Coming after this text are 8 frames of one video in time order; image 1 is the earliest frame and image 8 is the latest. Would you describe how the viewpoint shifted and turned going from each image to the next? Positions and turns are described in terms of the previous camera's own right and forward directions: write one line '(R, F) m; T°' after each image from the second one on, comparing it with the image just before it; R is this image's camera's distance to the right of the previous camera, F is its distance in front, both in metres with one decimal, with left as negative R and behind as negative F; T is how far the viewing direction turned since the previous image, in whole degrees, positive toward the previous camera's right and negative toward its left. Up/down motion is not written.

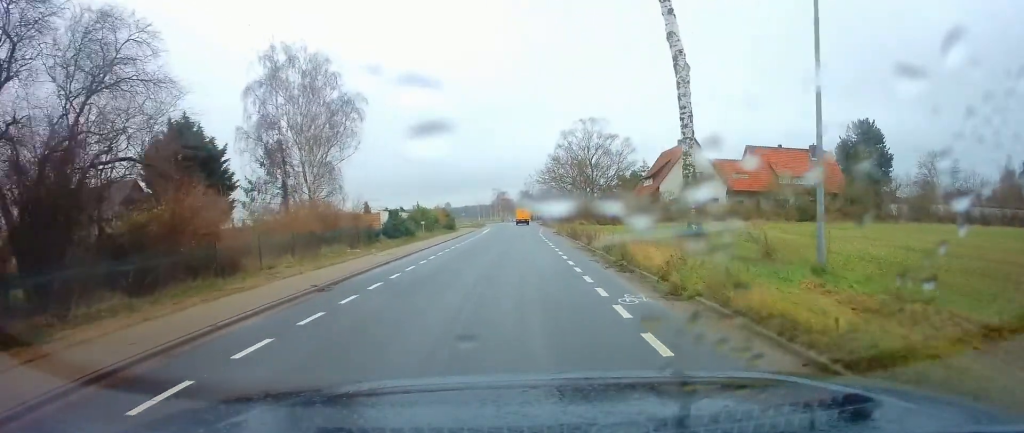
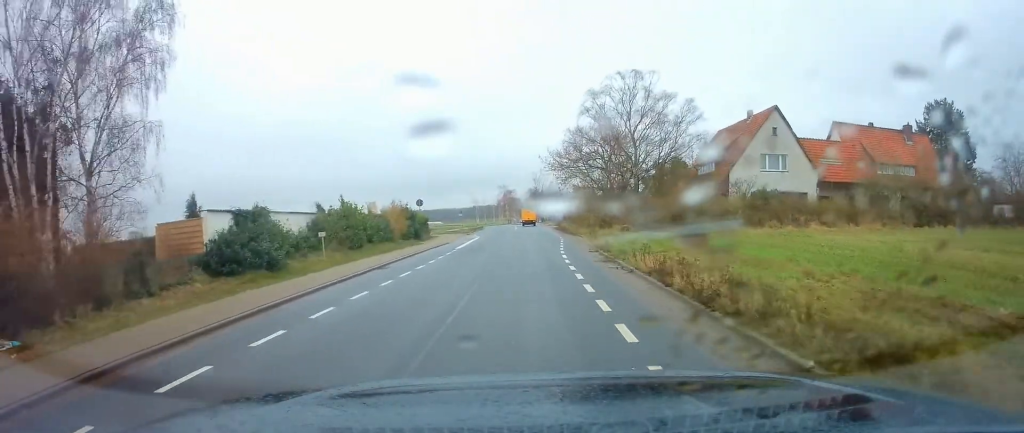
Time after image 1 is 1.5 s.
(-0.1, +21.5) m; -2°
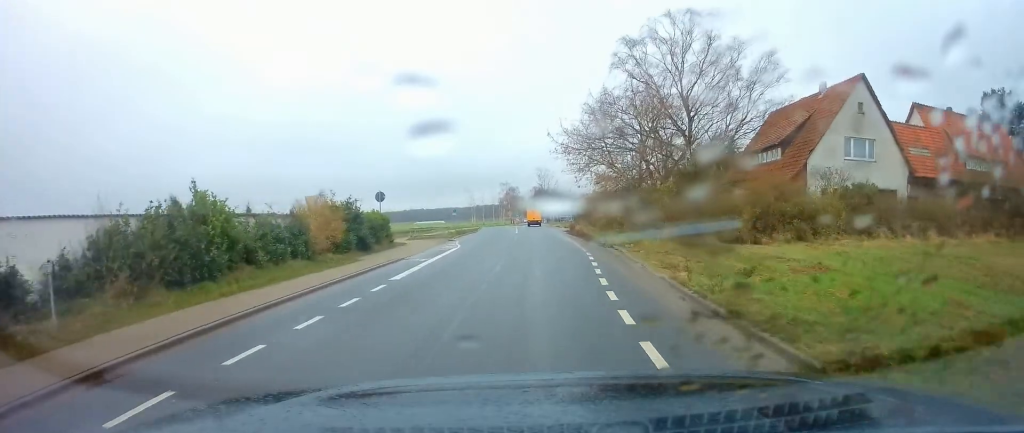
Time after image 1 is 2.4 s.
(-0.3, +13.1) m; -1°
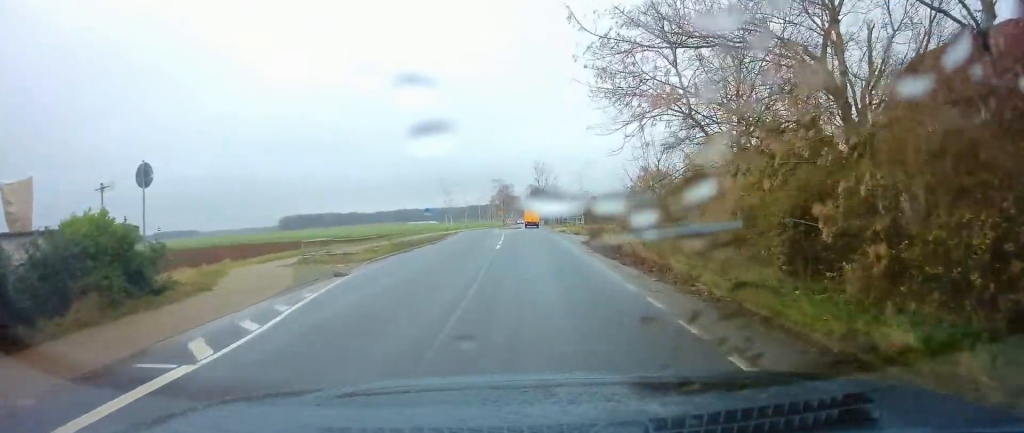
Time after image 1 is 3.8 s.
(+0.6, +20.8) m; +3°
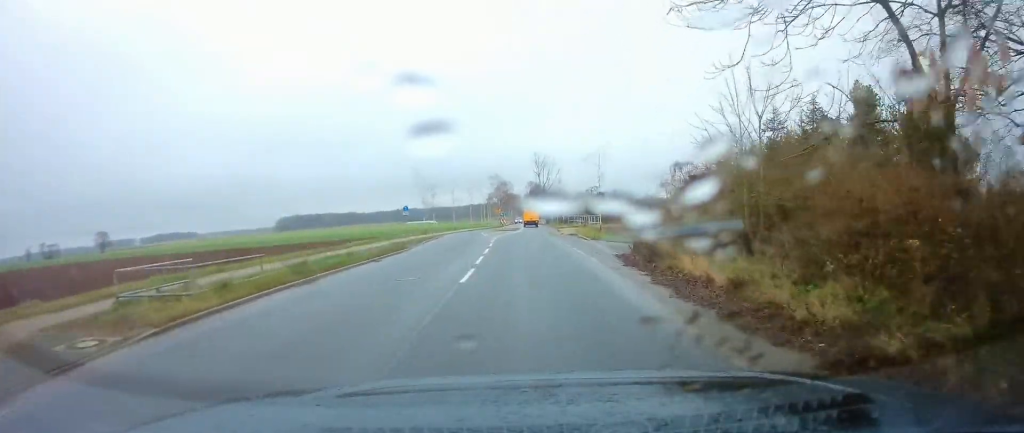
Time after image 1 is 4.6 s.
(+0.3, +12.2) m; 0°
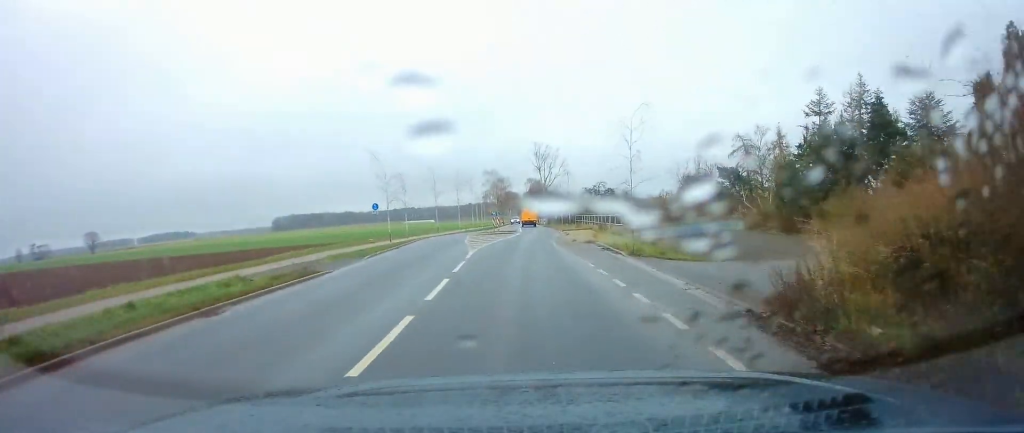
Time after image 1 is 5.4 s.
(-0.4, +11.6) m; -1°
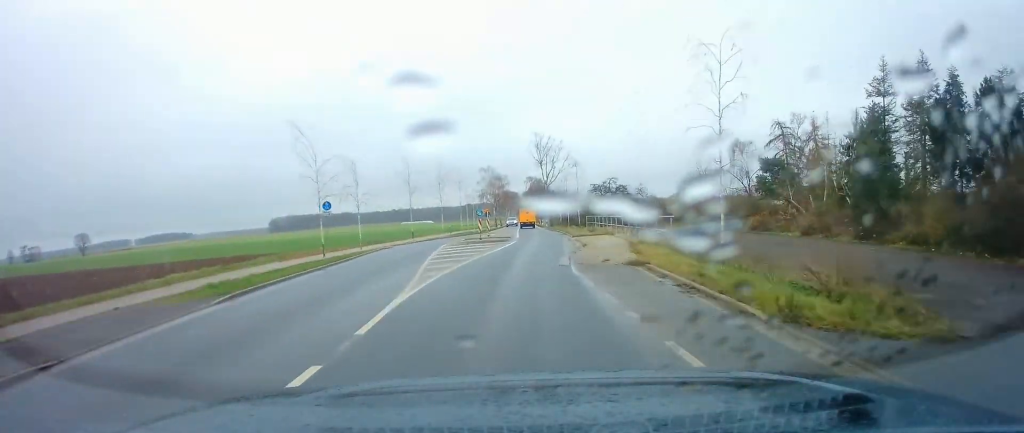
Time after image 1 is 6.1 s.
(+0.2, +11.7) m; +1°
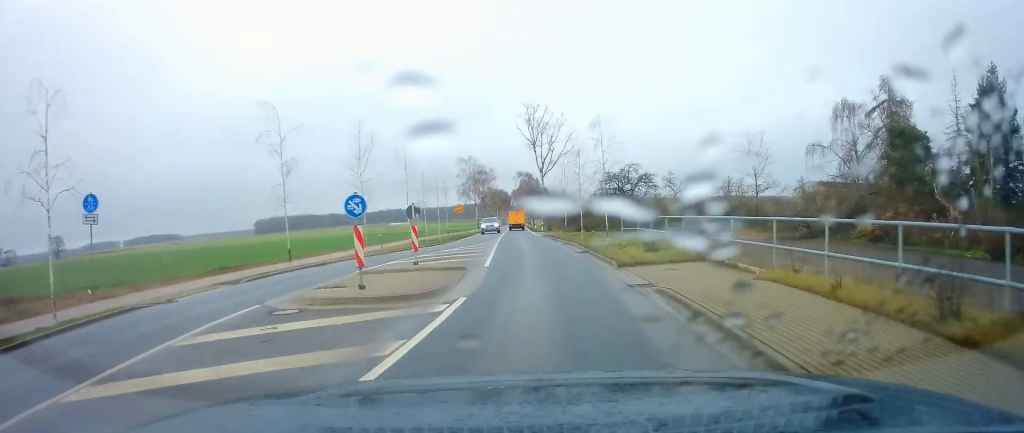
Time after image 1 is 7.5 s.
(+0.2, +21.3) m; 0°
